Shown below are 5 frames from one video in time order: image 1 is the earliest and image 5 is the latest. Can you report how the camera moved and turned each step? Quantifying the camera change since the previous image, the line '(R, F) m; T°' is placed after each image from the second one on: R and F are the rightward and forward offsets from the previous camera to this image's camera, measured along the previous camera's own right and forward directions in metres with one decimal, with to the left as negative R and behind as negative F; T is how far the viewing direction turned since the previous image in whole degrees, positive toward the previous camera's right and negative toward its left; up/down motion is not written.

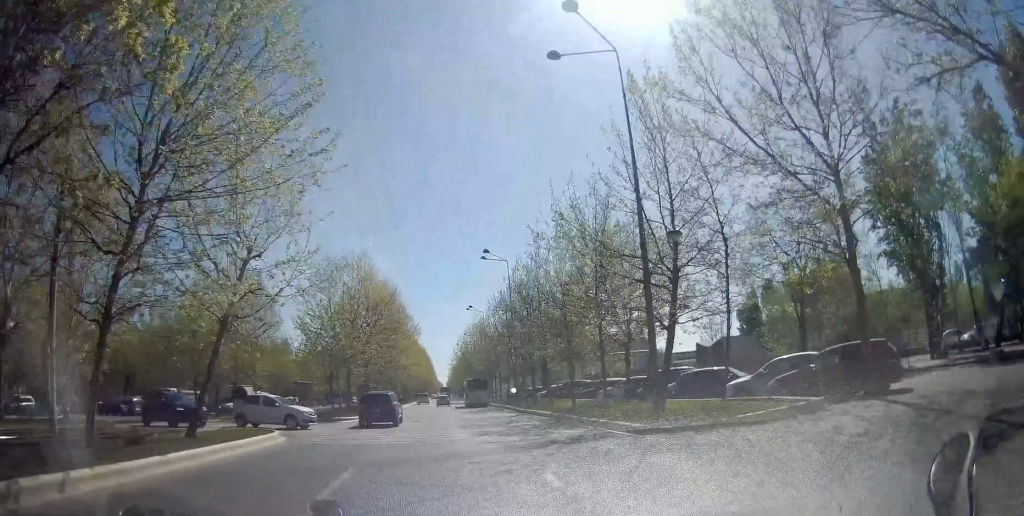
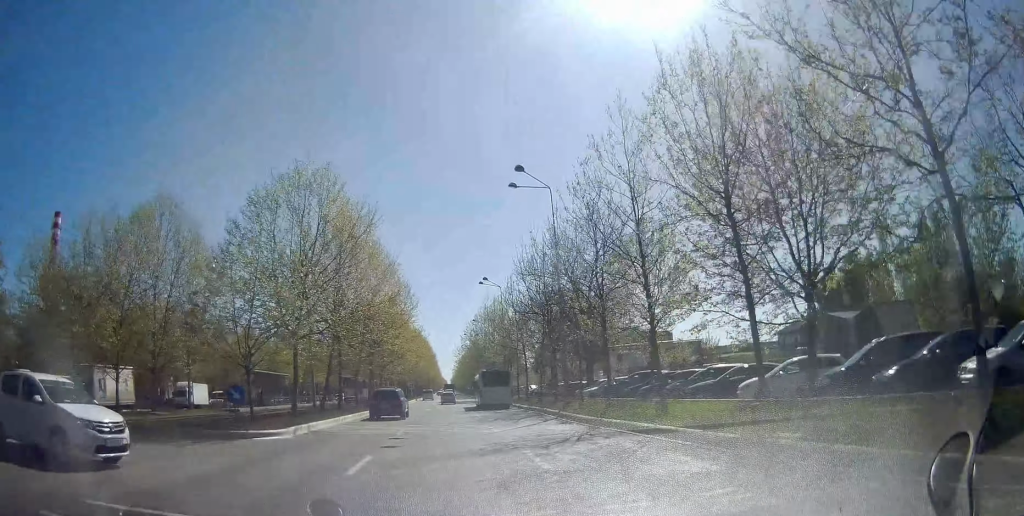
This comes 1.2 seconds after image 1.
(-0.4, +17.2) m; -2°
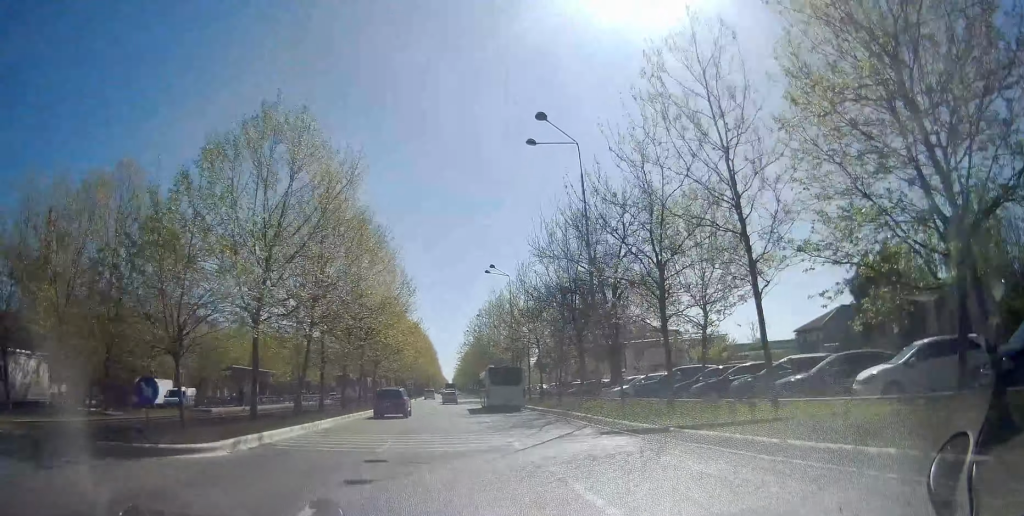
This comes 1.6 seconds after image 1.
(0.0, +6.1) m; 0°
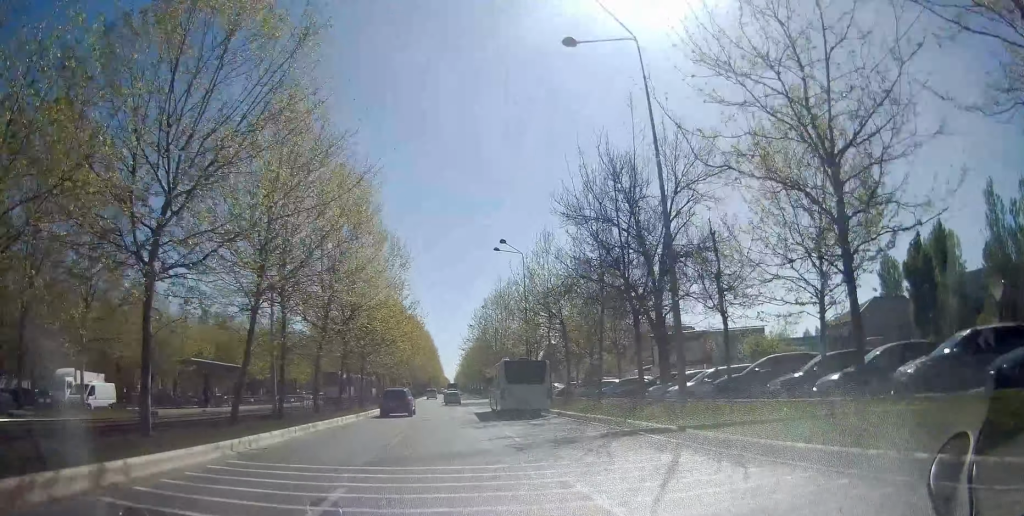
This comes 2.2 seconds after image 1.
(0.0, +8.4) m; 0°
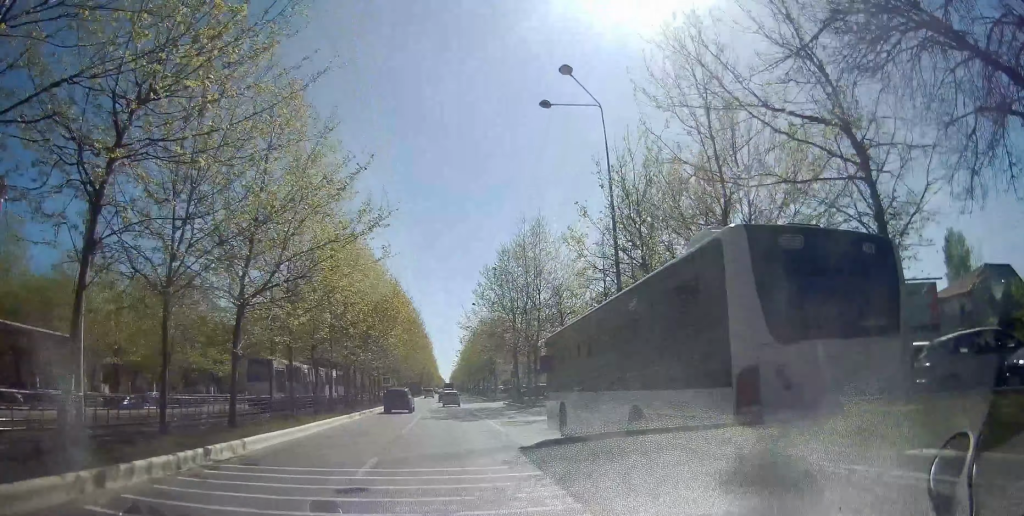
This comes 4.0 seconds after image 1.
(0.0, +25.2) m; +2°
